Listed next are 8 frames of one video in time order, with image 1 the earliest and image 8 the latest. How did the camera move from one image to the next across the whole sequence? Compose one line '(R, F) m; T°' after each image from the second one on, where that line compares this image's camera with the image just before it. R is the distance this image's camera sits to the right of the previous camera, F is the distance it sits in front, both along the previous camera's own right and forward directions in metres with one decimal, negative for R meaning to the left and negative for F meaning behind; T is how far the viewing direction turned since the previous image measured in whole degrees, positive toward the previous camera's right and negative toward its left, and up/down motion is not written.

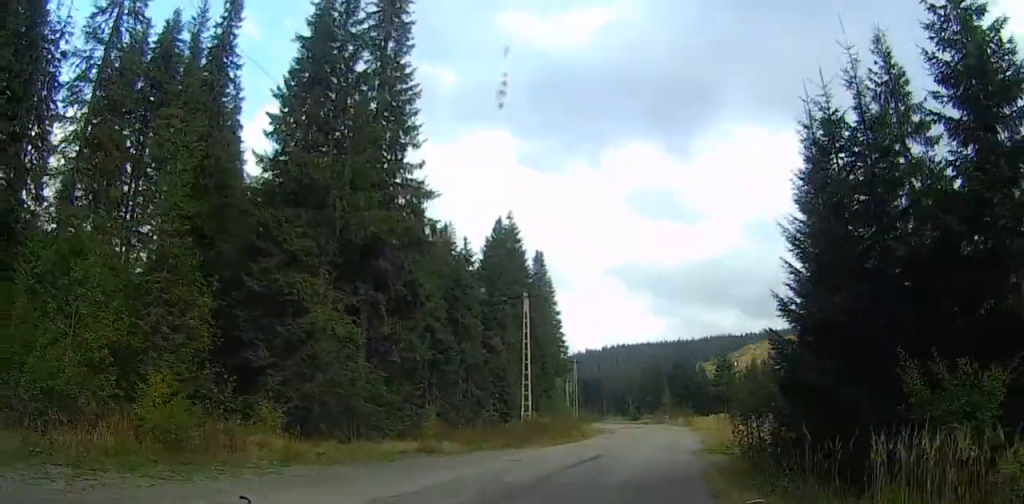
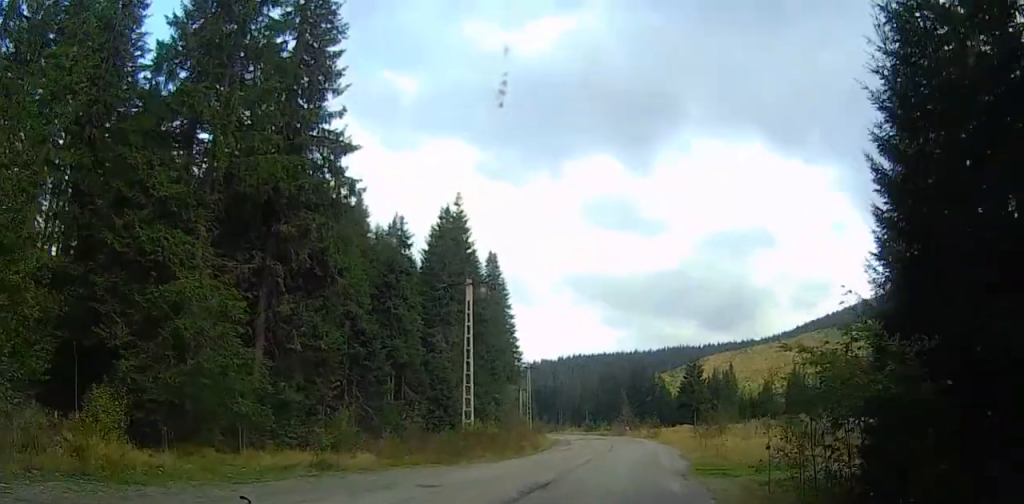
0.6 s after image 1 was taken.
(+0.3, +7.4) m; +2°
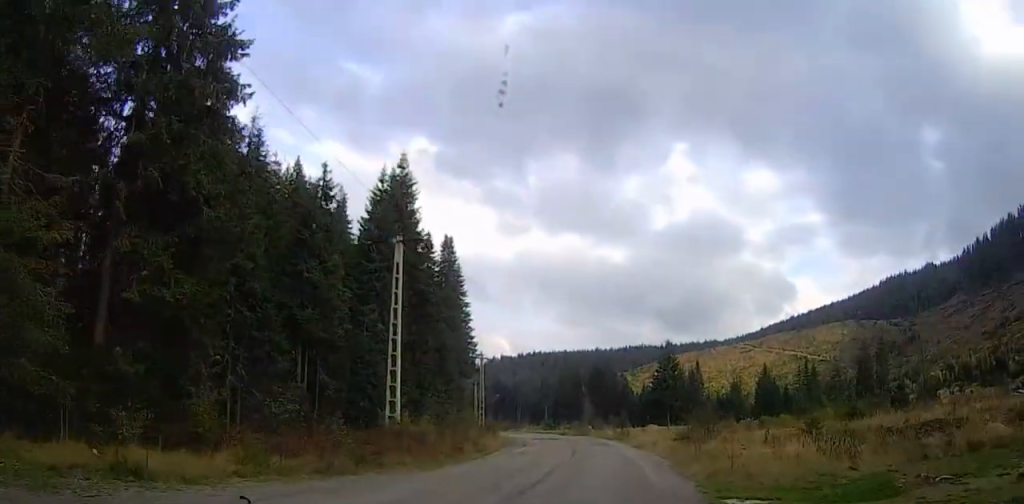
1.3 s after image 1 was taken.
(+0.1, +8.3) m; 0°
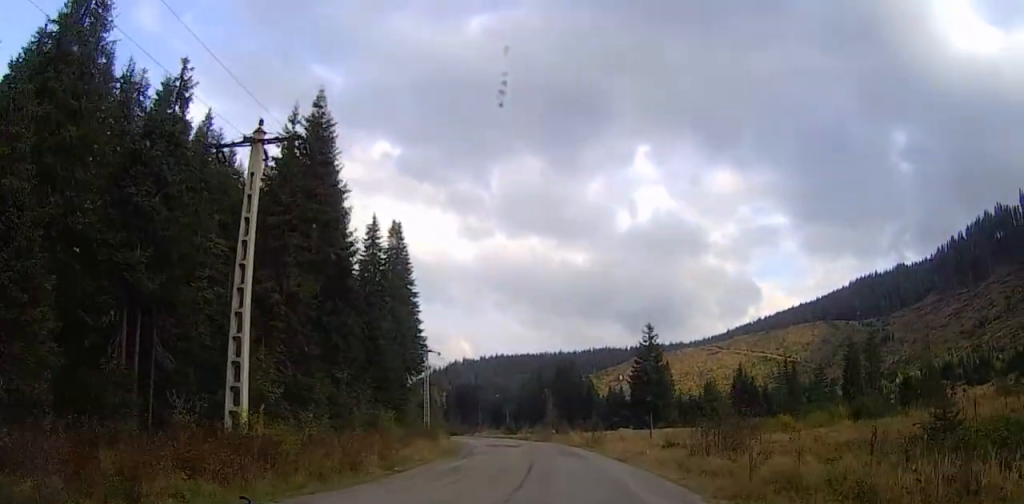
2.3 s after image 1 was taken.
(-0.2, +12.5) m; +2°
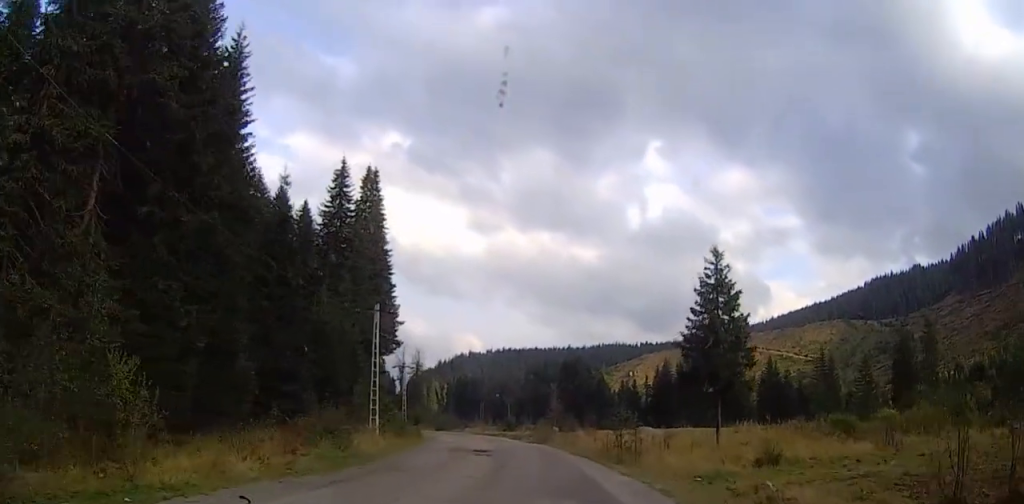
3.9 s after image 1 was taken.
(+1.1, +22.2) m; +1°
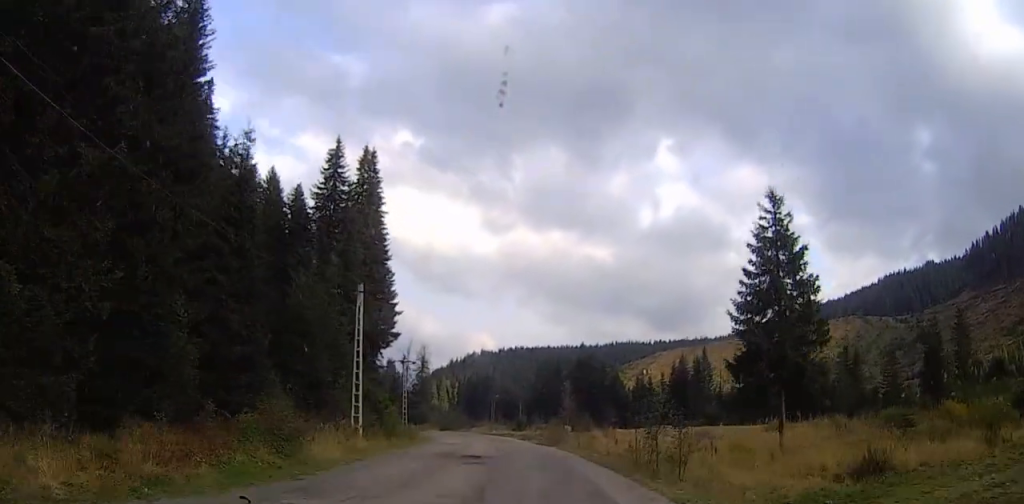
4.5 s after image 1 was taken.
(0.0, +7.4) m; -2°
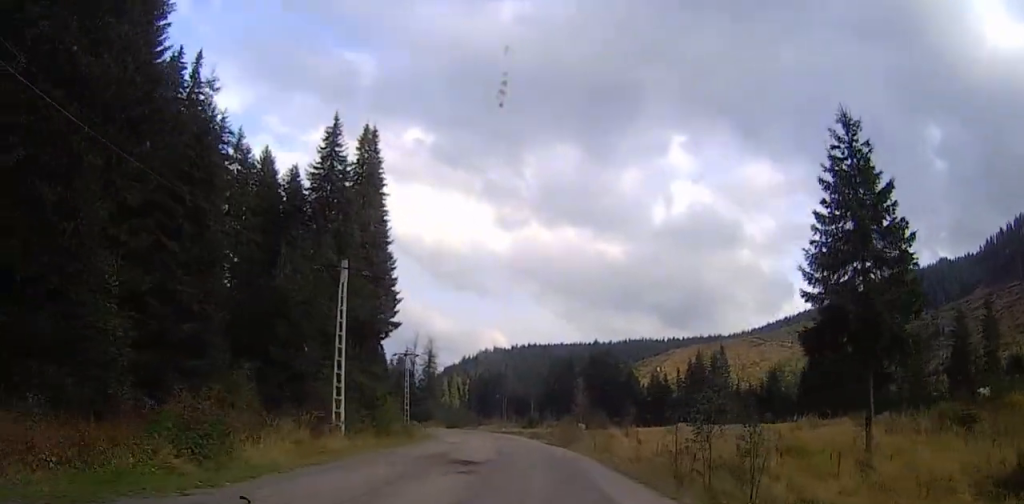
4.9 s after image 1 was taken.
(-0.2, +6.1) m; -2°
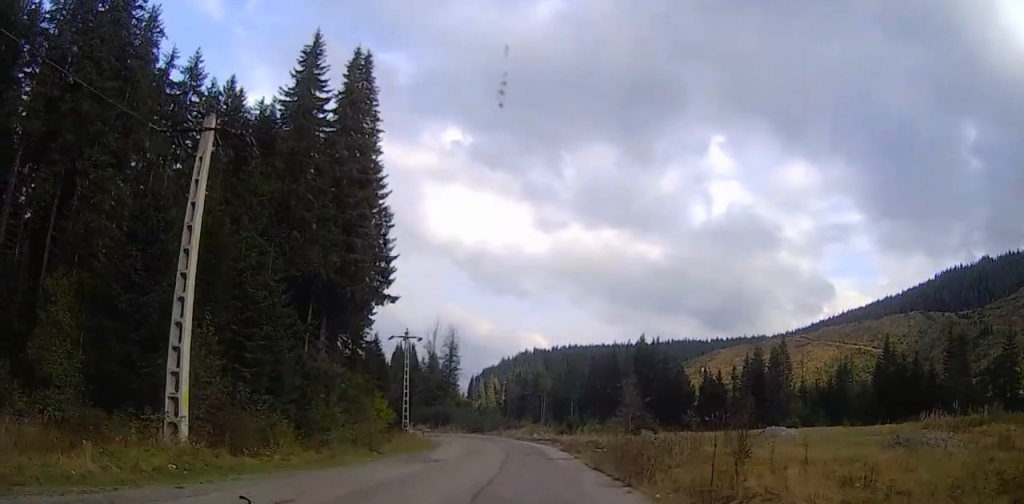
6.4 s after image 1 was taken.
(-0.6, +20.7) m; -2°
